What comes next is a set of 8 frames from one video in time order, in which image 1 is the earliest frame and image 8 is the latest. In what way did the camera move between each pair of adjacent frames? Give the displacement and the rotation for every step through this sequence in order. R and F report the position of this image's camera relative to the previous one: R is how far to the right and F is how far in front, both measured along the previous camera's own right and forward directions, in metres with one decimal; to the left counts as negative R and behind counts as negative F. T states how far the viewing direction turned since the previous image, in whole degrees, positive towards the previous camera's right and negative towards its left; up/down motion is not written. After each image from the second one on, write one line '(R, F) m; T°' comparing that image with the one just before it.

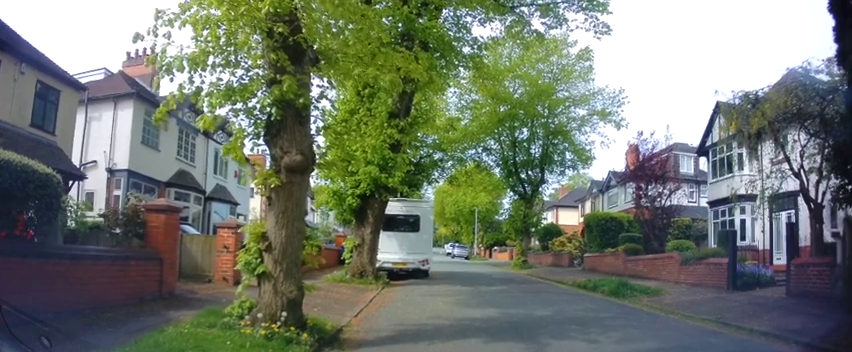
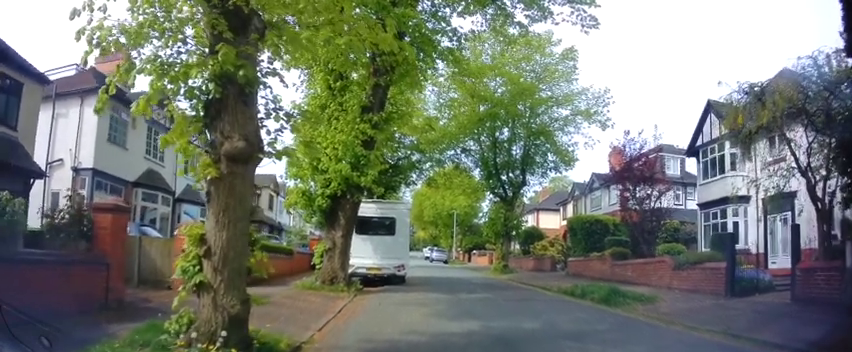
(0.0, 0.0) m; 0°
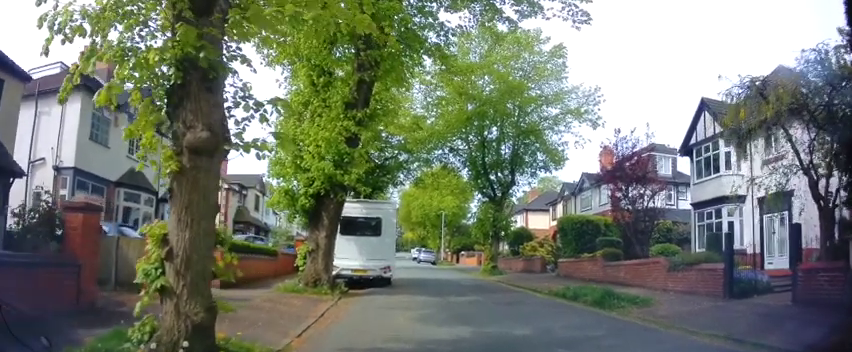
(+0.1, +0.2) m; 0°
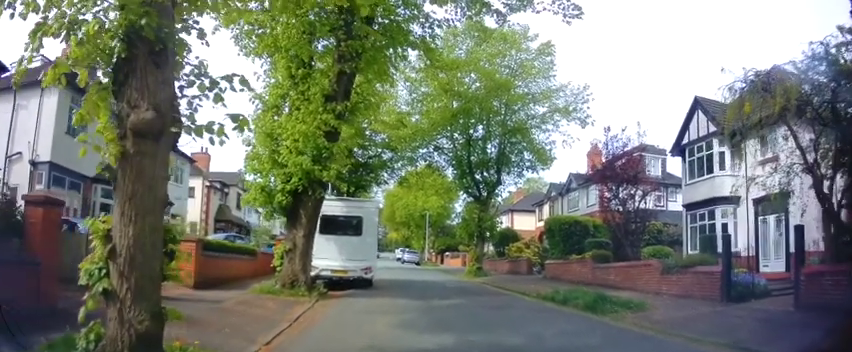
(+0.1, +0.3) m; 0°
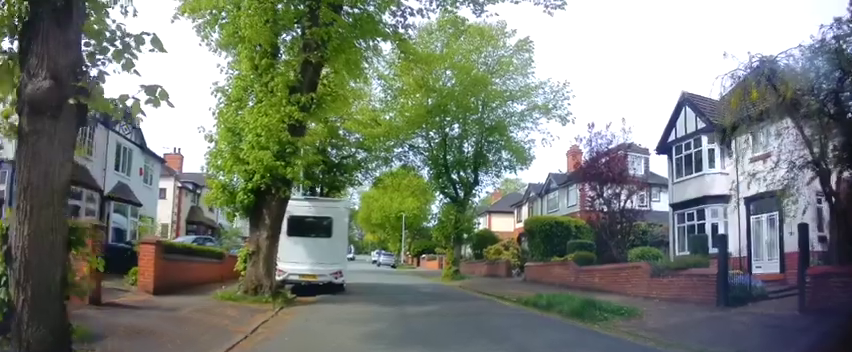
(+0.2, +0.5) m; 0°
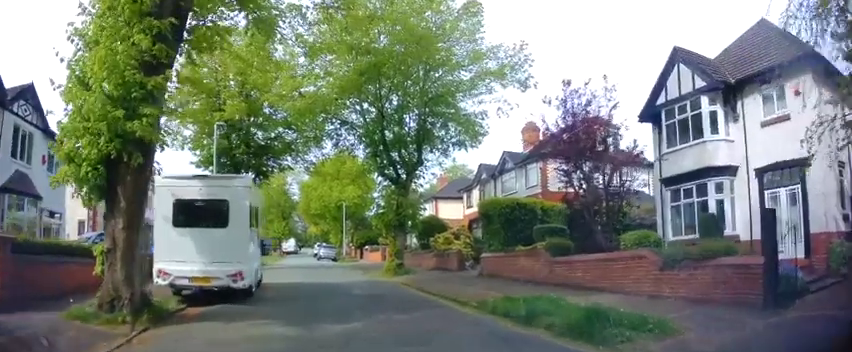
(+0.1, +2.7) m; -2°
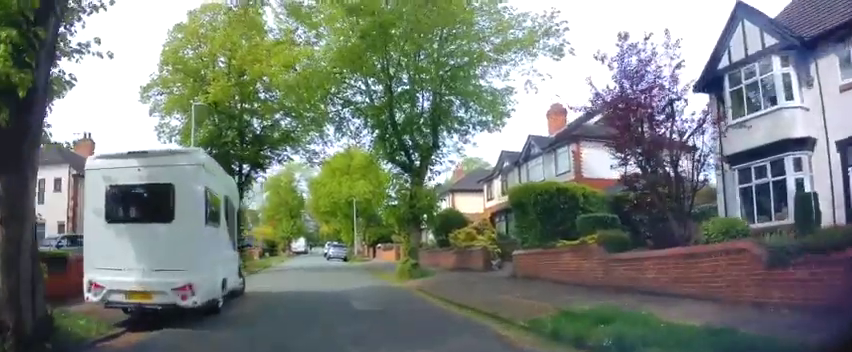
(-0.1, +2.4) m; 0°
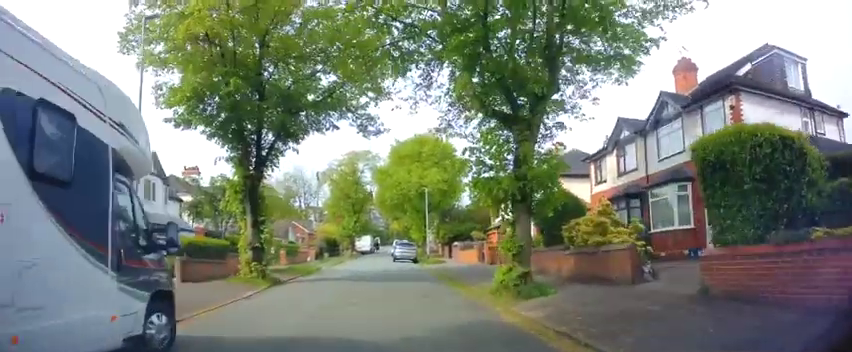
(+0.3, +5.4) m; -2°
